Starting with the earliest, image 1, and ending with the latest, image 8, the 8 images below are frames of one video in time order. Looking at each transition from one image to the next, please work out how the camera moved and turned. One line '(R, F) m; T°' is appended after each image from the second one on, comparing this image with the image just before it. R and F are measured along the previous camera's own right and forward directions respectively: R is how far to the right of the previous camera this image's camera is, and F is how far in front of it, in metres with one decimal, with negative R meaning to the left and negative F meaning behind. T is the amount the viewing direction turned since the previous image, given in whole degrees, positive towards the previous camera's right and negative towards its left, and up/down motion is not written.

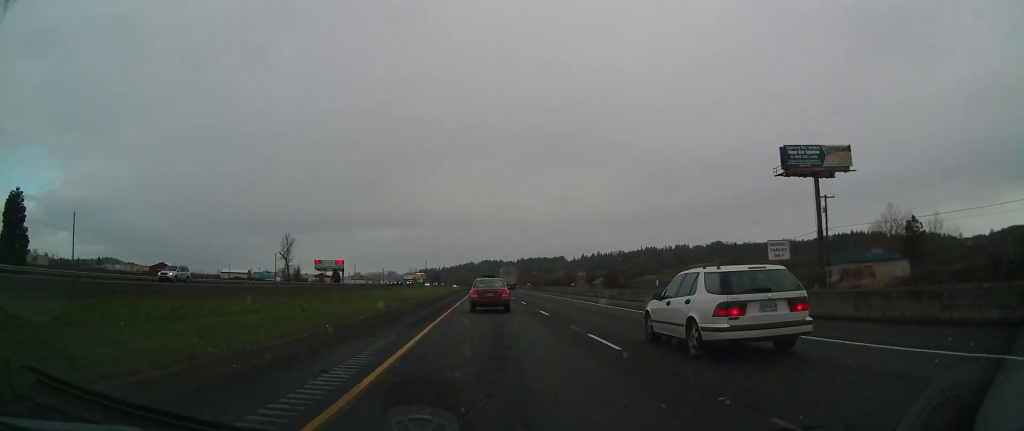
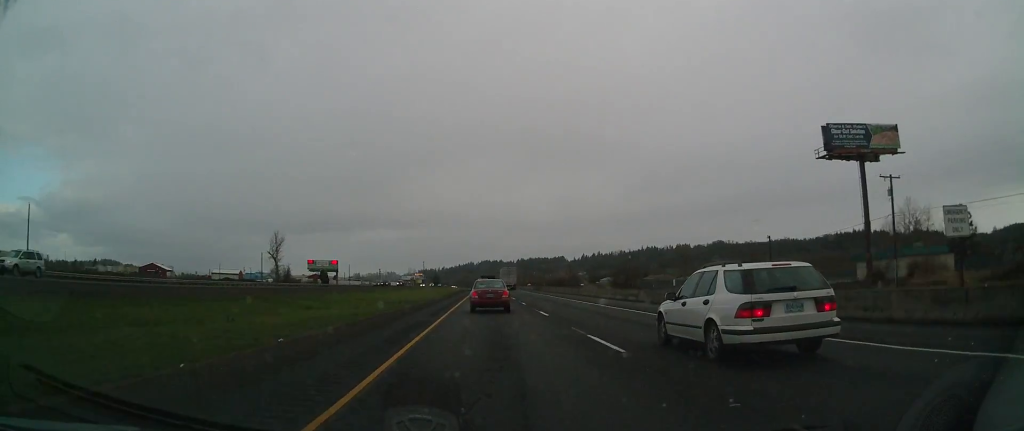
(+0.1, +12.4) m; 0°
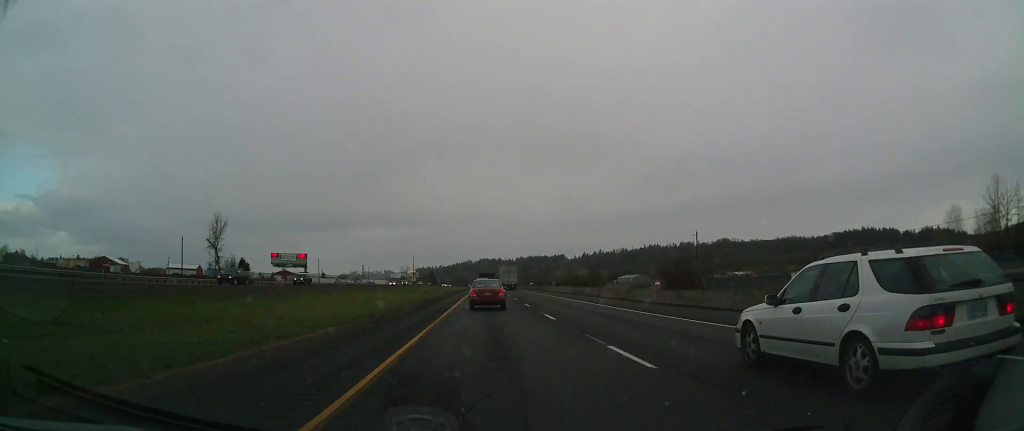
(-0.3, +51.2) m; 0°
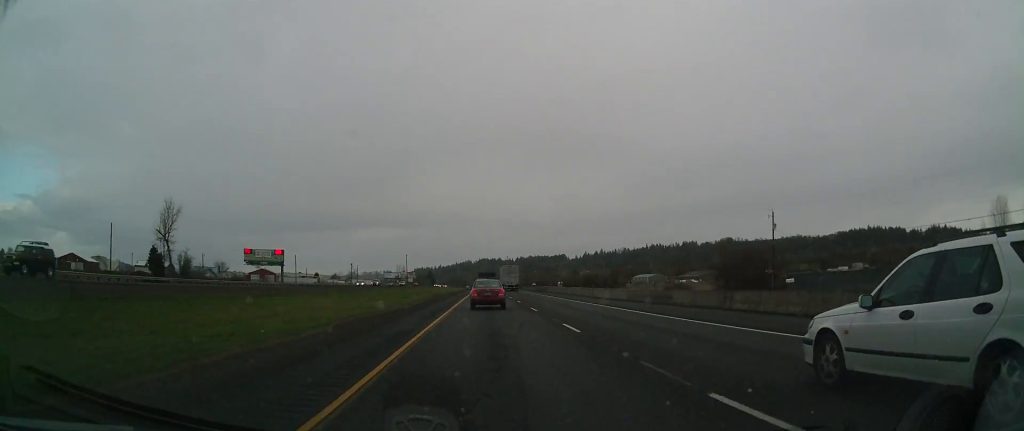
(+0.1, +29.3) m; 0°
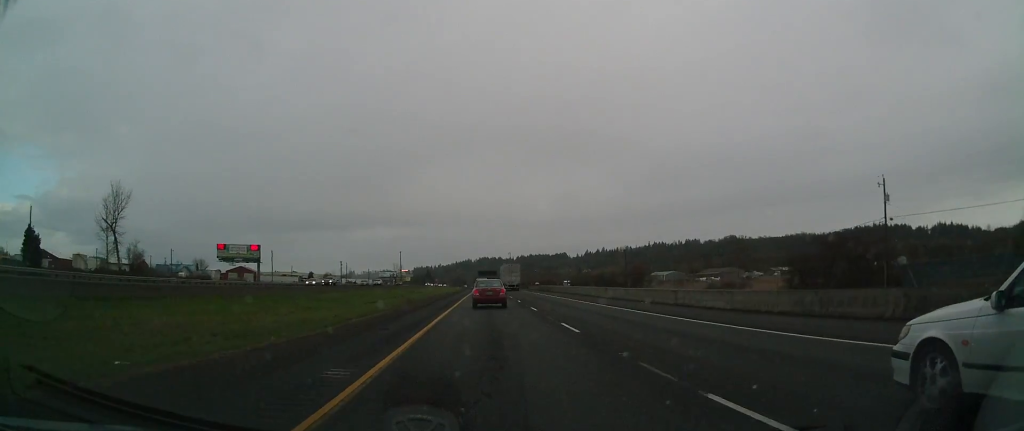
(-0.2, +24.1) m; 0°
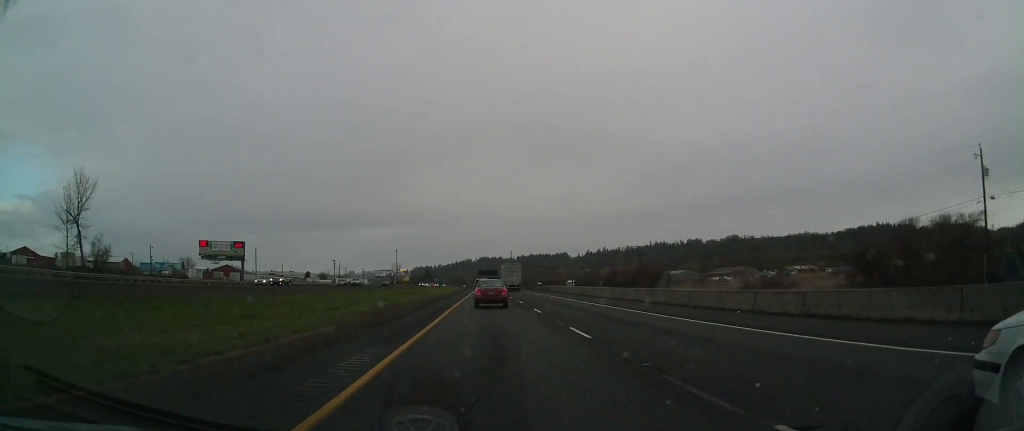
(+0.2, +13.7) m; 0°
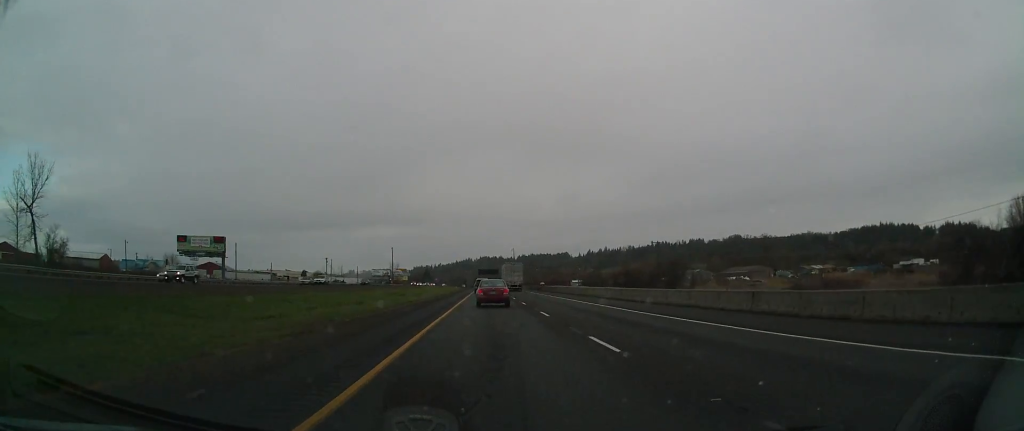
(+0.2, +14.7) m; 0°
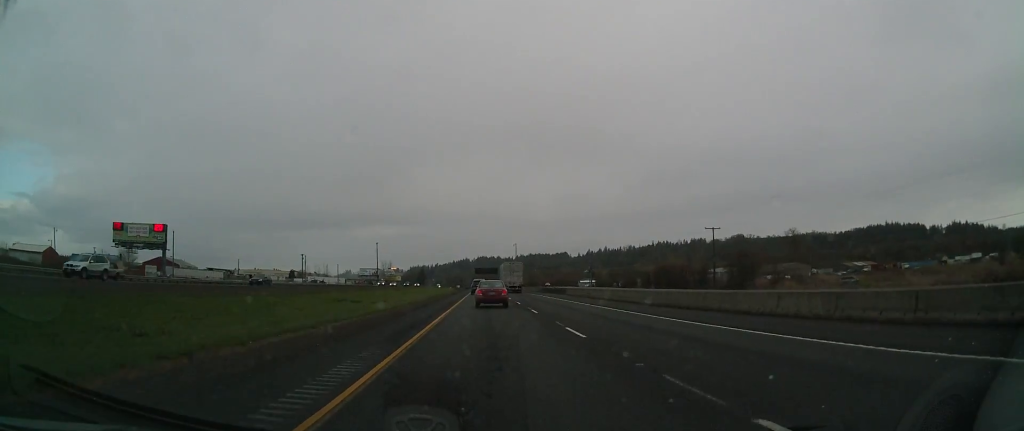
(-0.2, +32.8) m; -1°
